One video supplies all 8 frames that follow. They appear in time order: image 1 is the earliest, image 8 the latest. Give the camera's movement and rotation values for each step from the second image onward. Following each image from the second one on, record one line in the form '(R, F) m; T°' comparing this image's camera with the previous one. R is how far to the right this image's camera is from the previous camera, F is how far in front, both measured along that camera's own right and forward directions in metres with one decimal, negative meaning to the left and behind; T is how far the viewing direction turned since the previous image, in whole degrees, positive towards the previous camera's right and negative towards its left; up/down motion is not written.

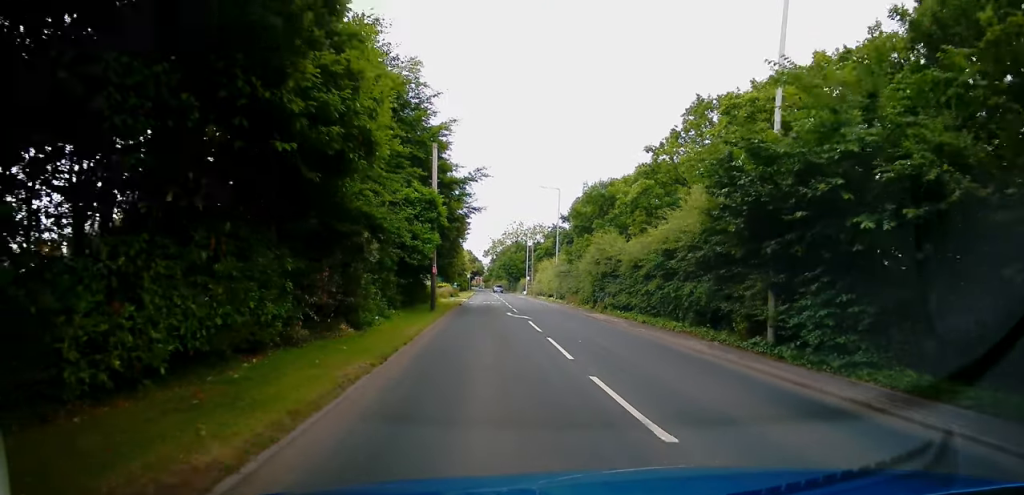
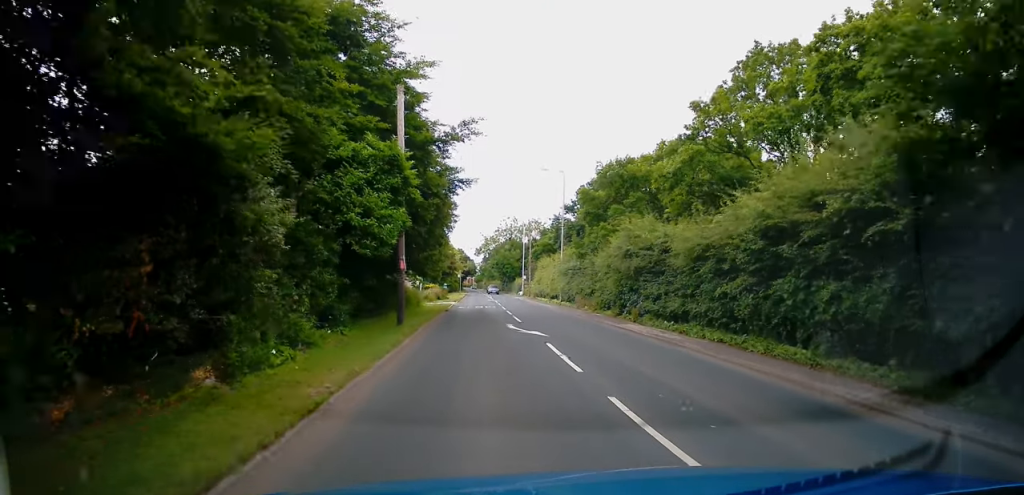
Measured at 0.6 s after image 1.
(0.0, +8.0) m; 0°
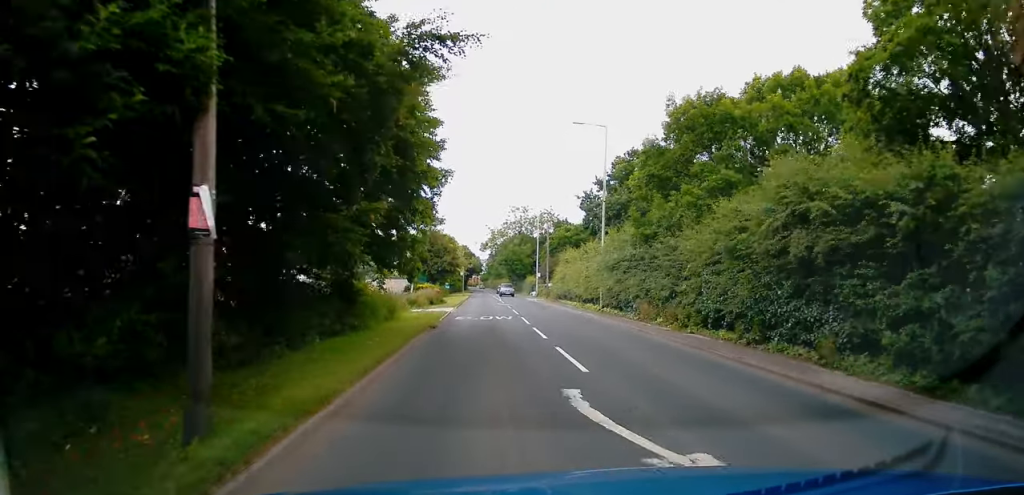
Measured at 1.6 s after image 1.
(0.0, +13.0) m; 0°
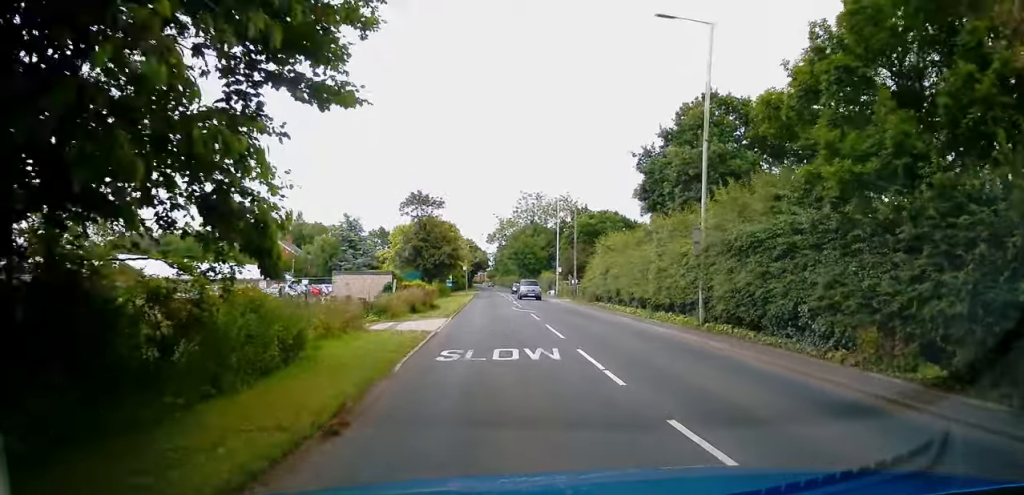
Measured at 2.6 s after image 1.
(0.0, +13.6) m; 0°
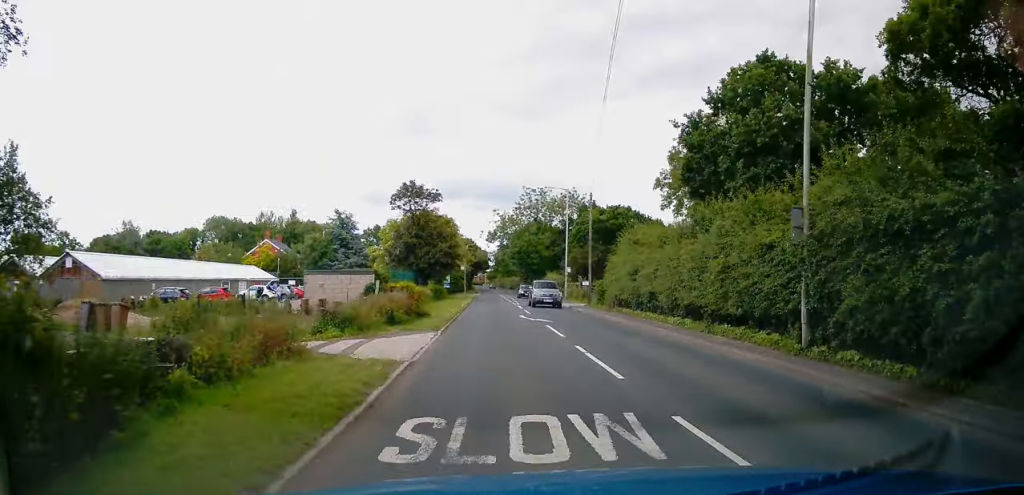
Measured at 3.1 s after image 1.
(0.0, +6.2) m; 0°
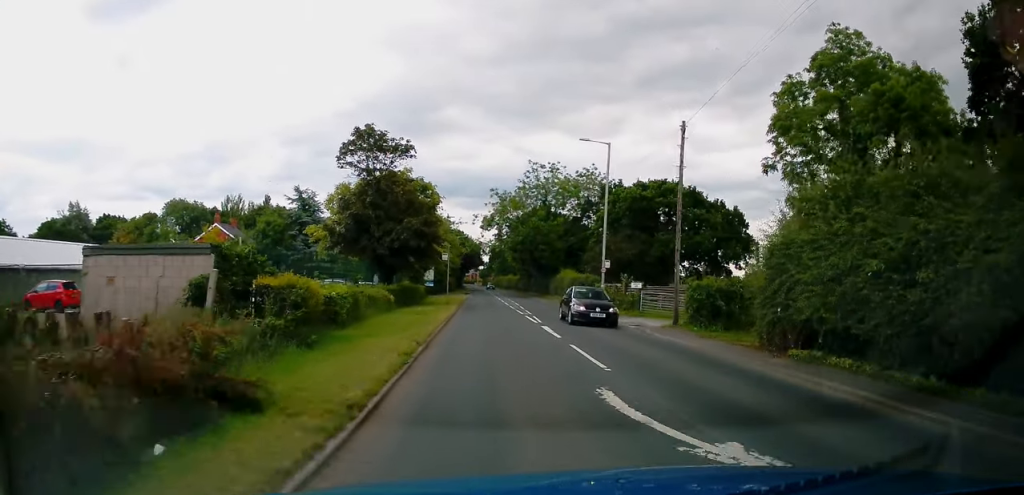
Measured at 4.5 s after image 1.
(0.0, +18.5) m; 0°
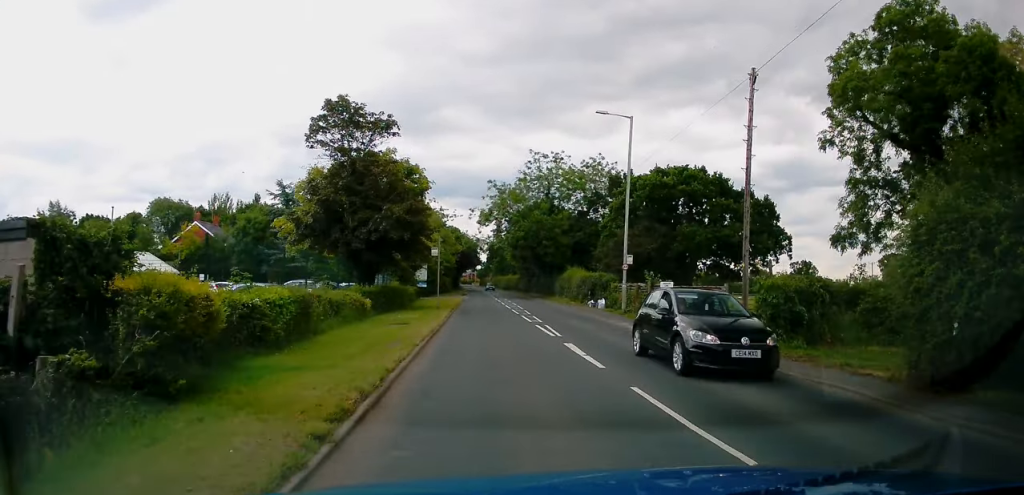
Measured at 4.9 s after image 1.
(0.0, +5.9) m; 0°
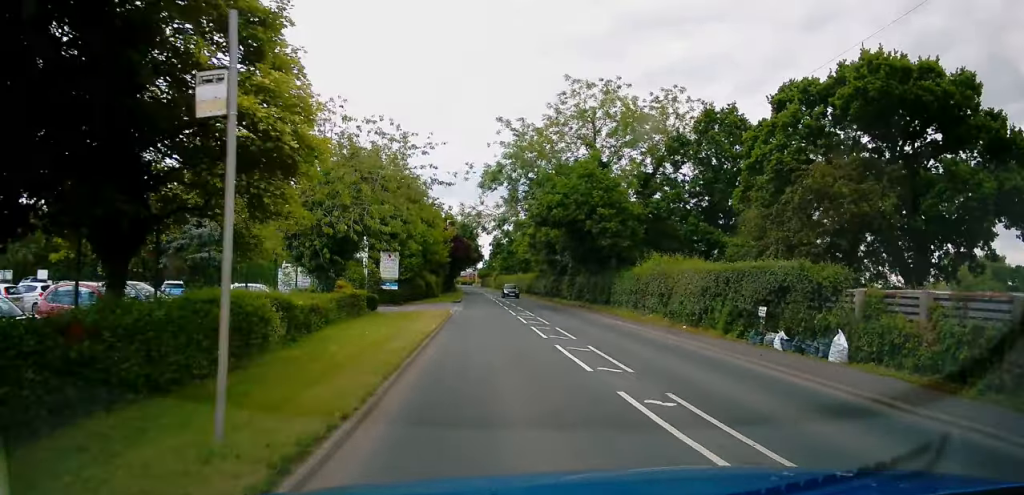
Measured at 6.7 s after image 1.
(-0.1, +24.3) m; +1°
